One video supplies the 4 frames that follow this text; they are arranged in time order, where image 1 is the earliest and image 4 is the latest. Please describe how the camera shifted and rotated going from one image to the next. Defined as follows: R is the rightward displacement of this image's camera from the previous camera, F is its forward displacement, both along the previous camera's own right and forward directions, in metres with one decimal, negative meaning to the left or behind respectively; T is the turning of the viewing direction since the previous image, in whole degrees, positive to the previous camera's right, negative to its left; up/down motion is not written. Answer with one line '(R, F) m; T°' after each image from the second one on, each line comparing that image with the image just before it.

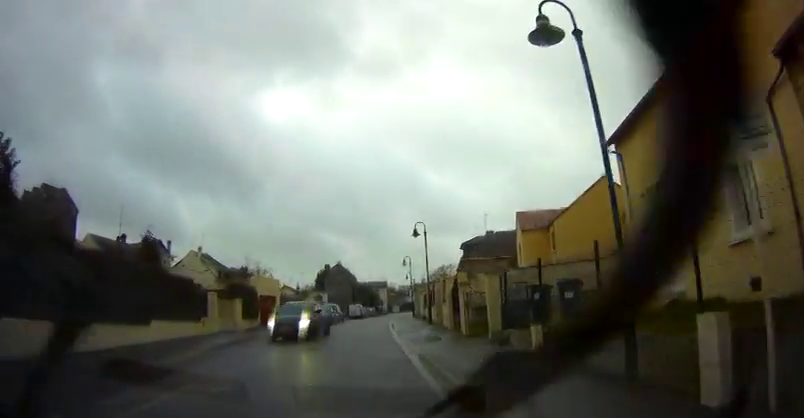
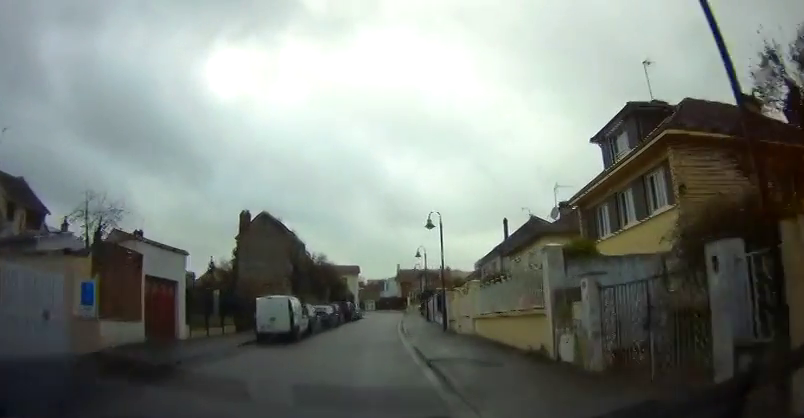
(+1.2, +40.9) m; +4°
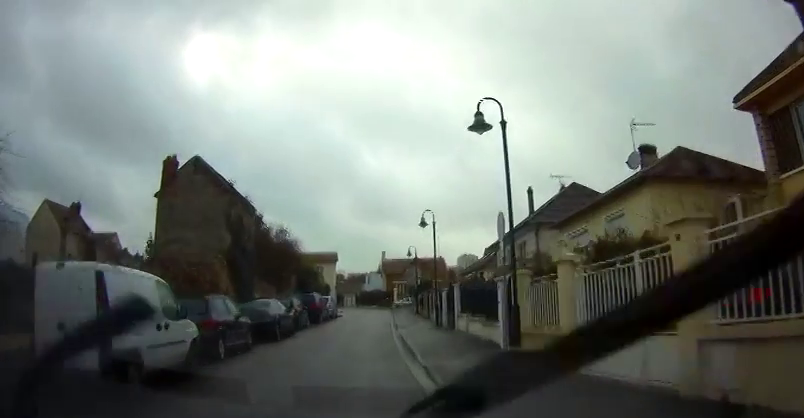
(-0.2, +13.1) m; +2°
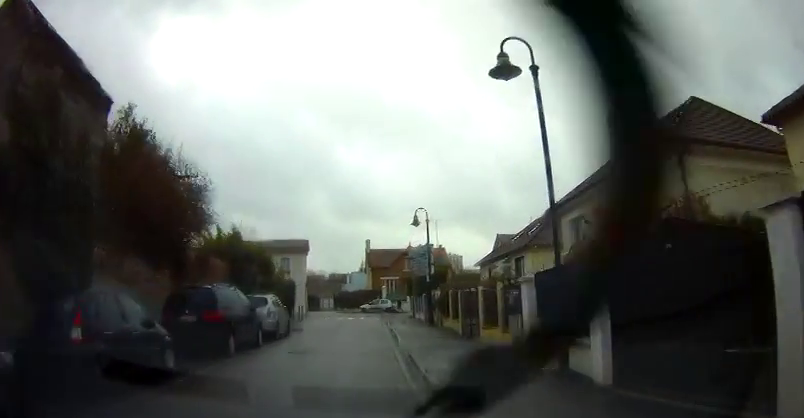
(+1.1, +16.6) m; +4°
